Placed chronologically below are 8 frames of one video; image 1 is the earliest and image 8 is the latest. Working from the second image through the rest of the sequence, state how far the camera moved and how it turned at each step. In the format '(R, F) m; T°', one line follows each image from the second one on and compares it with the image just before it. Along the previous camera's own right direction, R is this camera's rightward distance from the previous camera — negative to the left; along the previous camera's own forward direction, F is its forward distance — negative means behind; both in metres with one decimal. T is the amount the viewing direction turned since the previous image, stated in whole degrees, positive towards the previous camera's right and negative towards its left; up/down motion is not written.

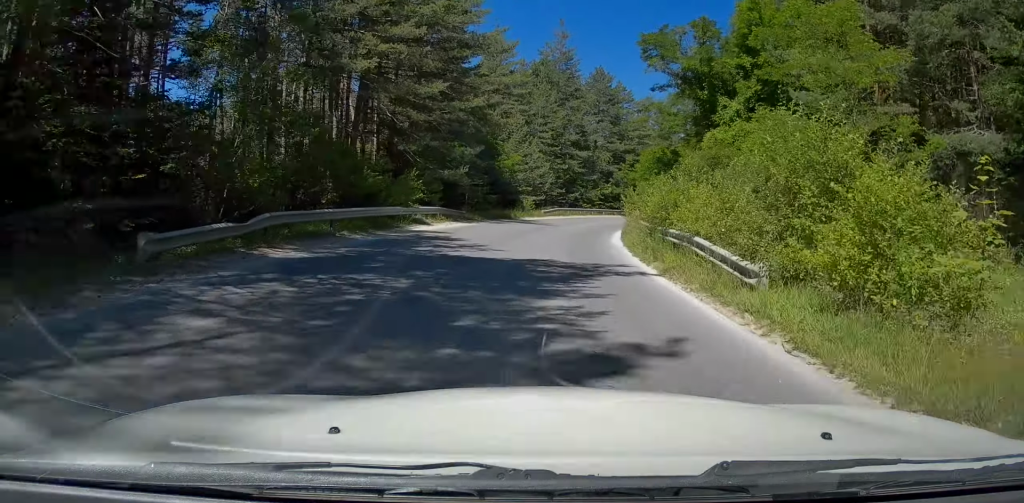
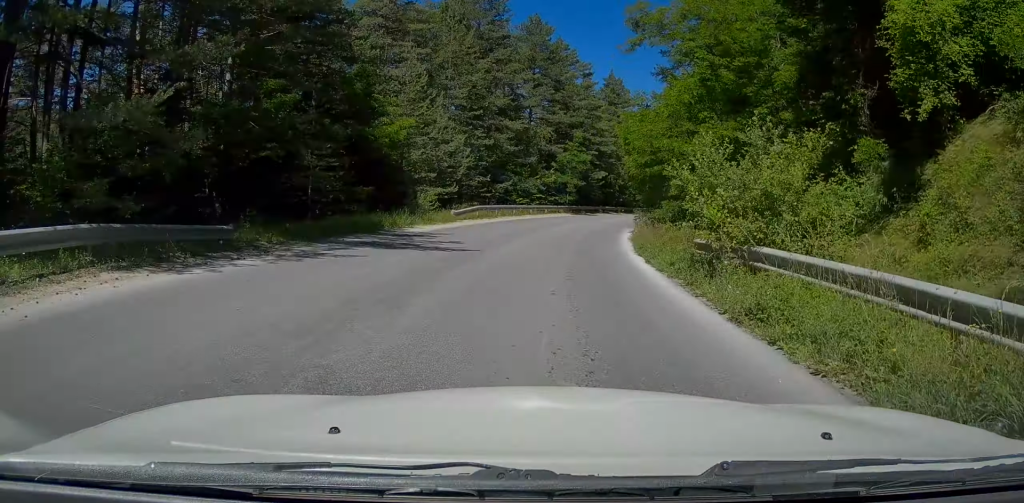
(+1.1, +20.8) m; +5°
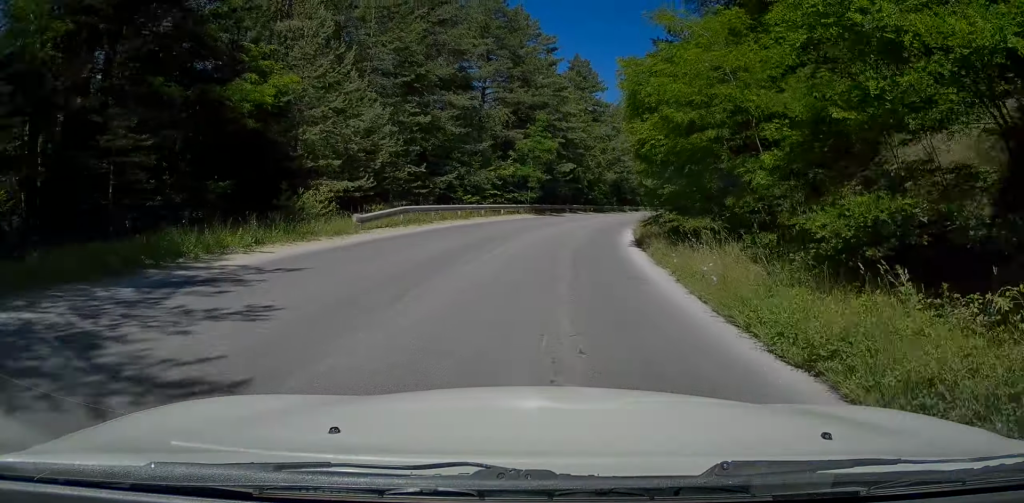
(+0.2, +10.4) m; +2°
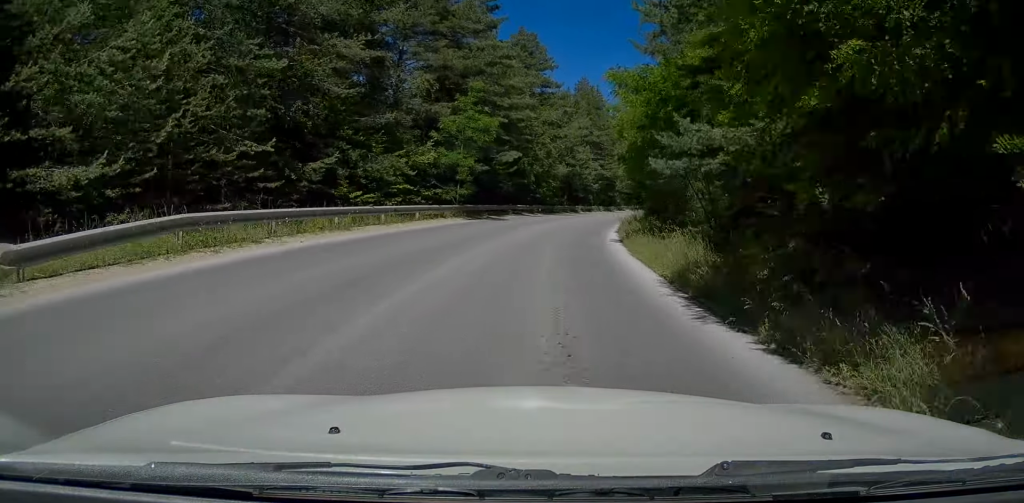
(+0.5, +11.9) m; +3°
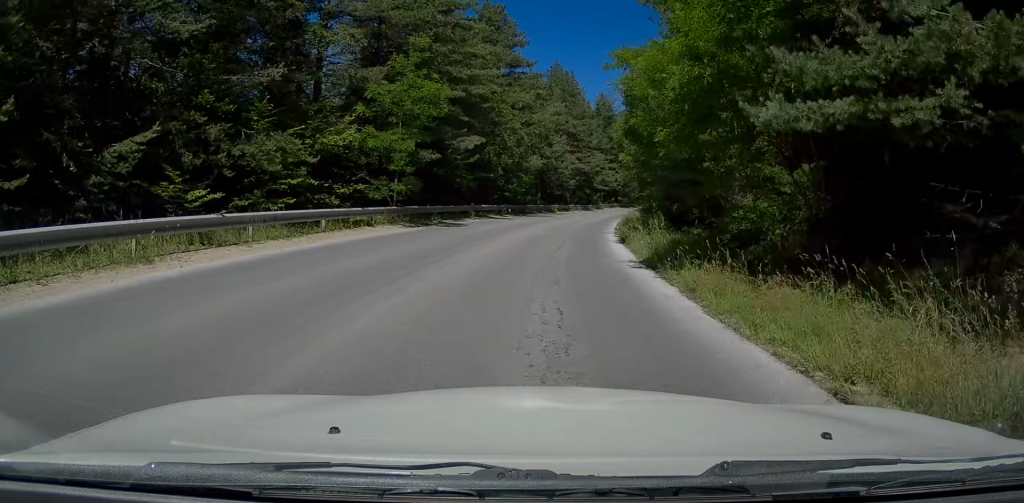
(0.0, +8.9) m; +1°
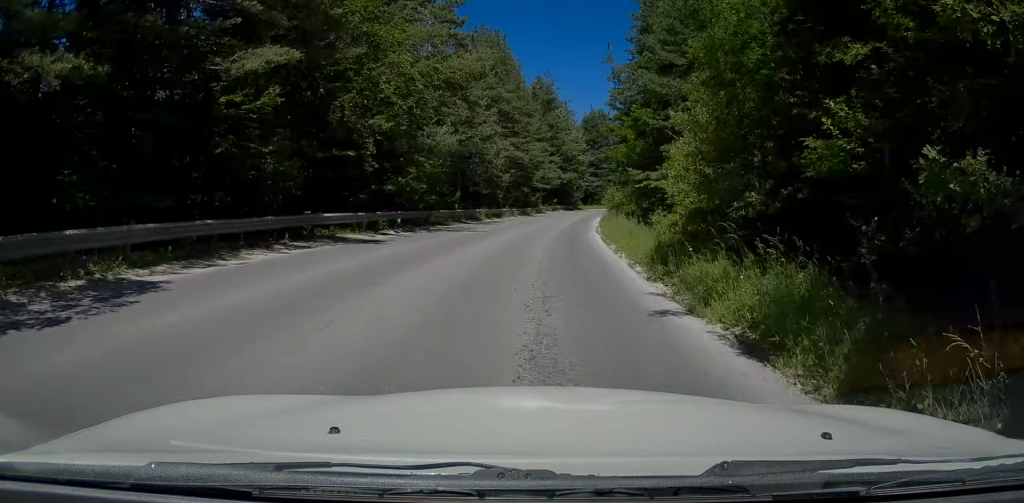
(+0.6, +18.9) m; +4°
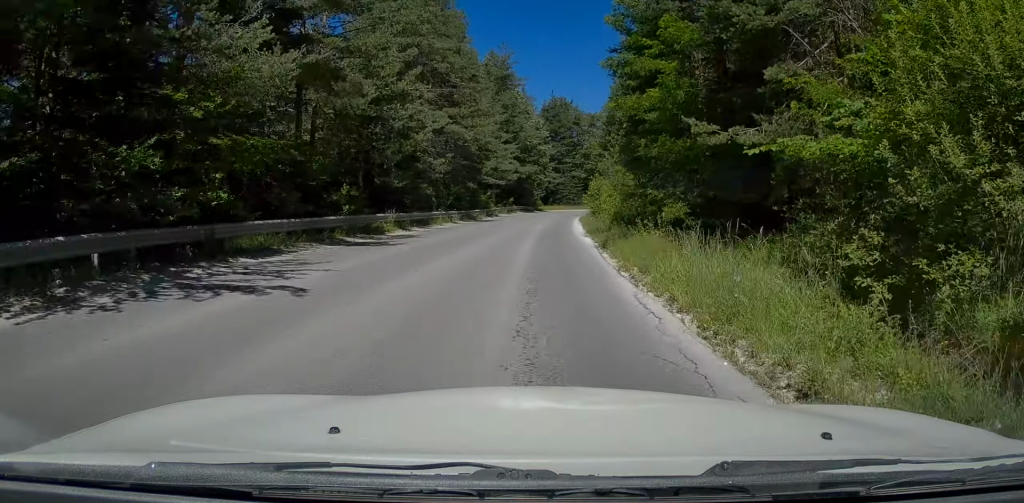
(+0.4, +15.6) m; +2°
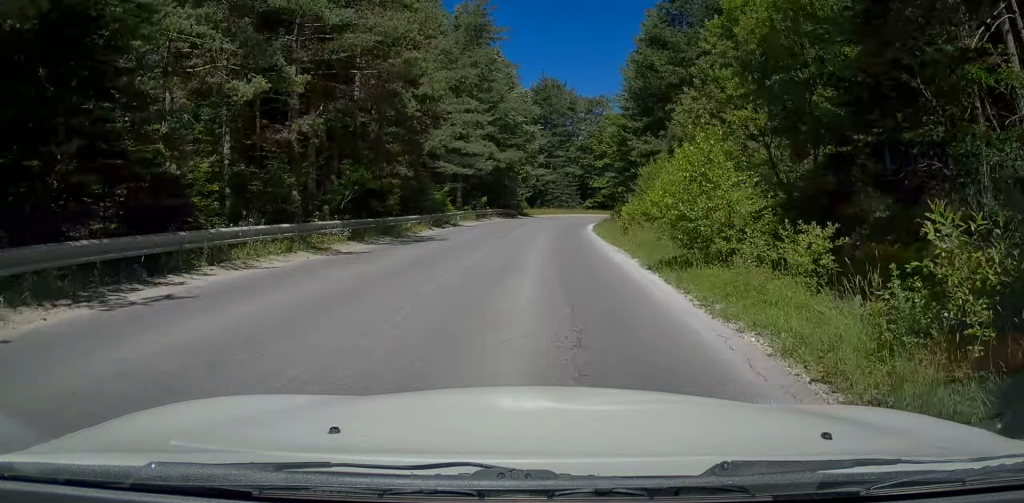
(+0.7, +19.8) m; +6°
